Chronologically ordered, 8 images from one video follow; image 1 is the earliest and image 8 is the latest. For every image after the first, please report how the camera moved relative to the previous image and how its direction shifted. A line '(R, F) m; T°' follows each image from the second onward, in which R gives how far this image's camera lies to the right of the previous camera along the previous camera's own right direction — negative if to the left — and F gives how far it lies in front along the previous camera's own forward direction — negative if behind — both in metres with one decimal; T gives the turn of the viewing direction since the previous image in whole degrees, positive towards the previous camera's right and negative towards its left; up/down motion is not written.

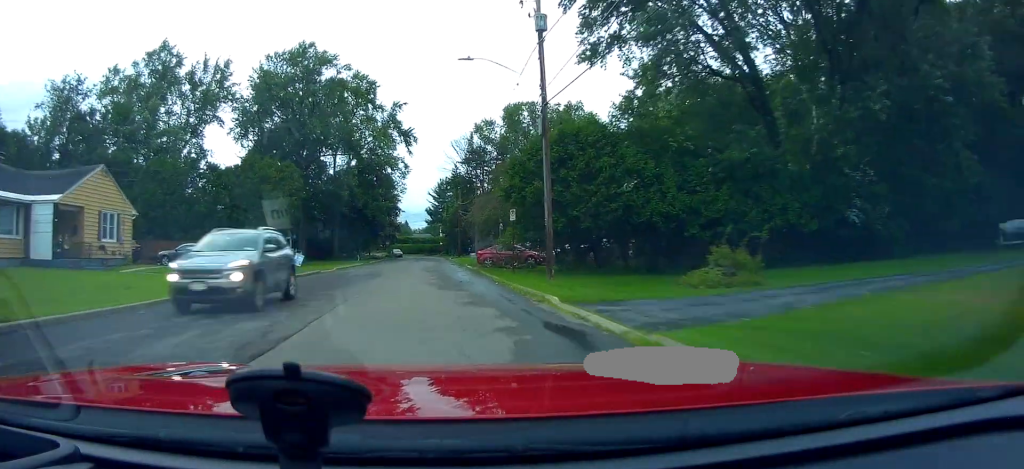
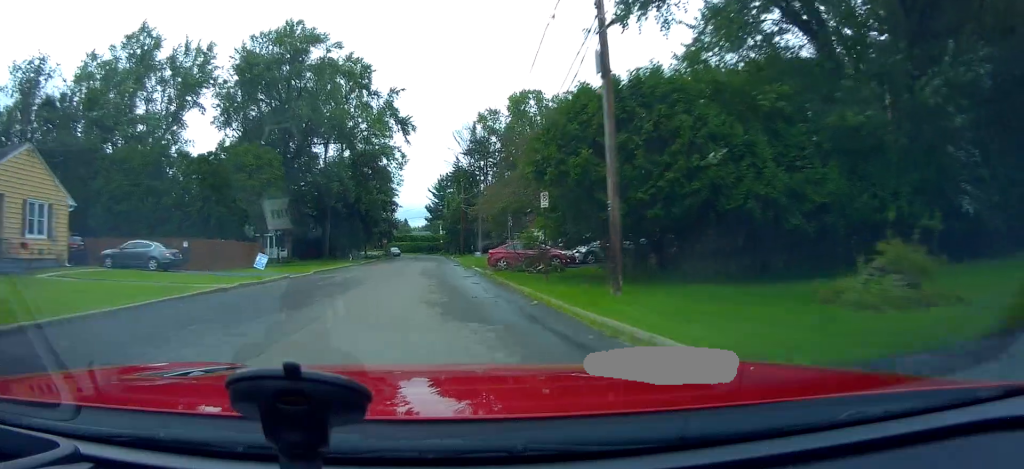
(+0.4, +7.1) m; 0°
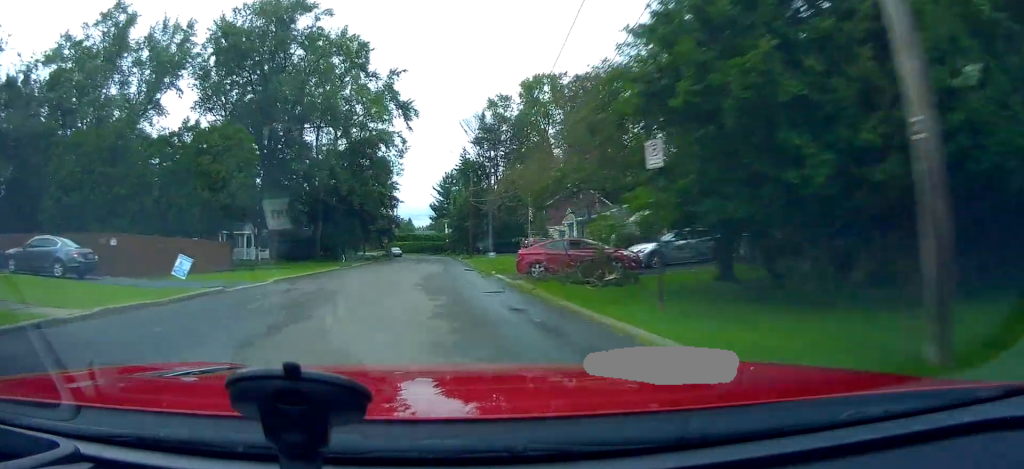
(-0.2, +8.5) m; -2°
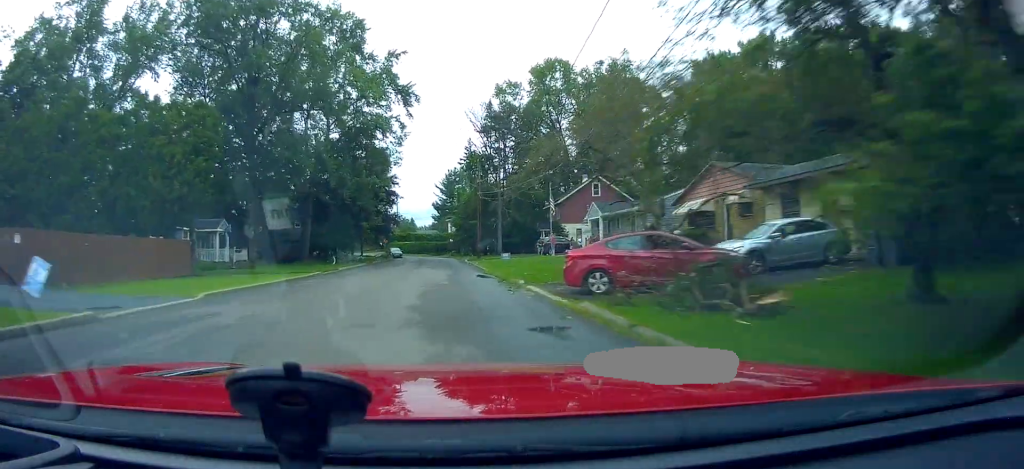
(-0.2, +6.9) m; -1°
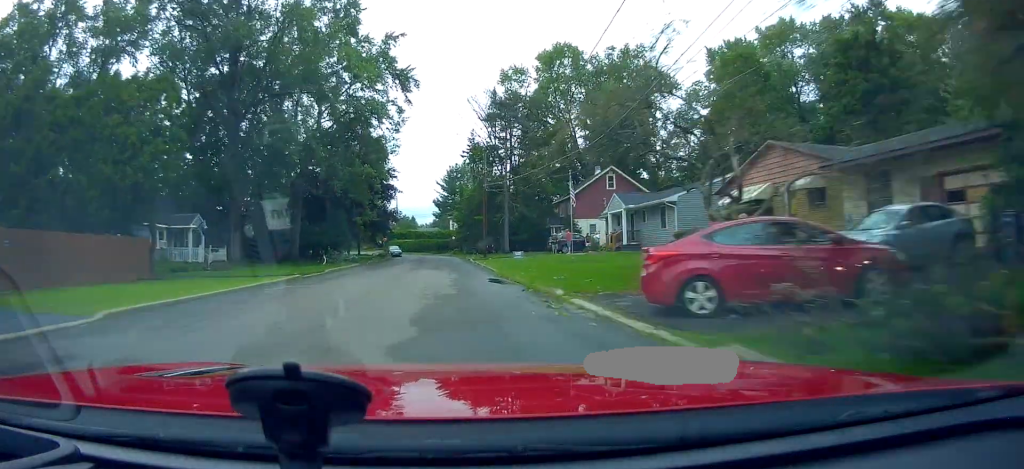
(0.0, +4.9) m; +1°
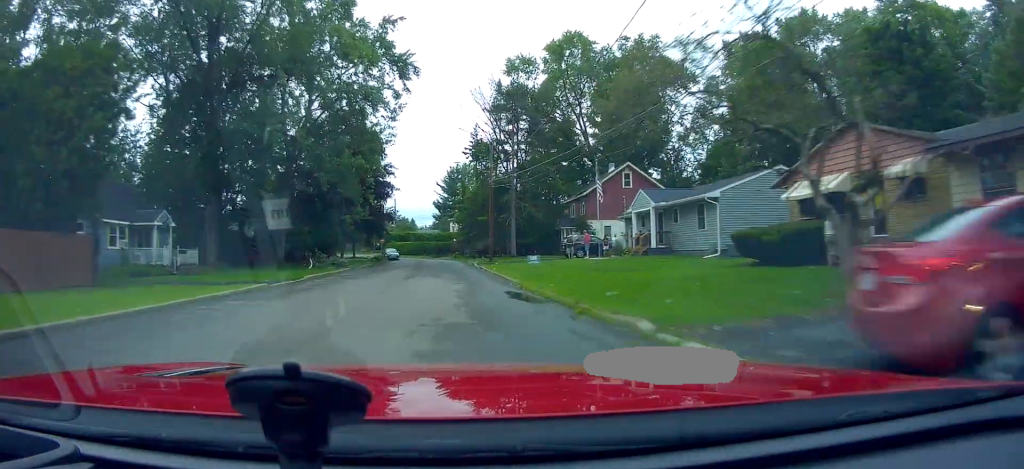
(-0.2, +4.9) m; +1°
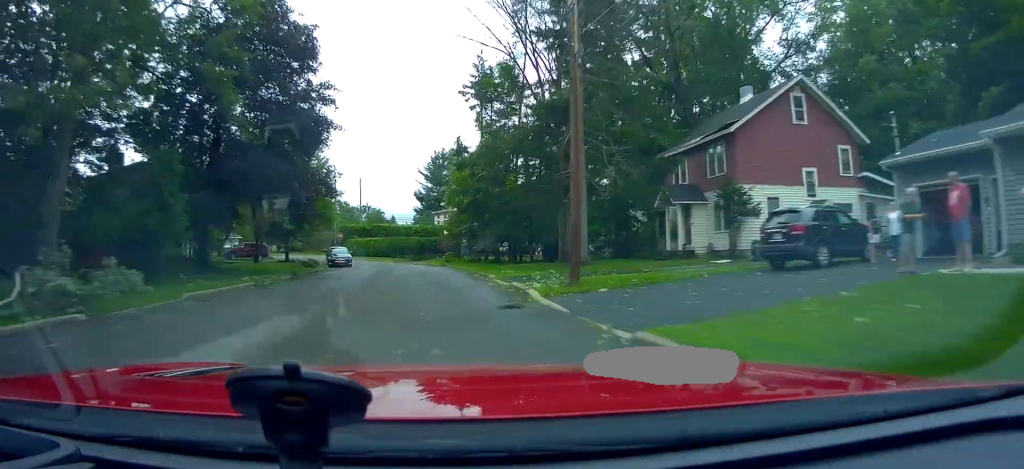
(-0.3, +29.8) m; -1°
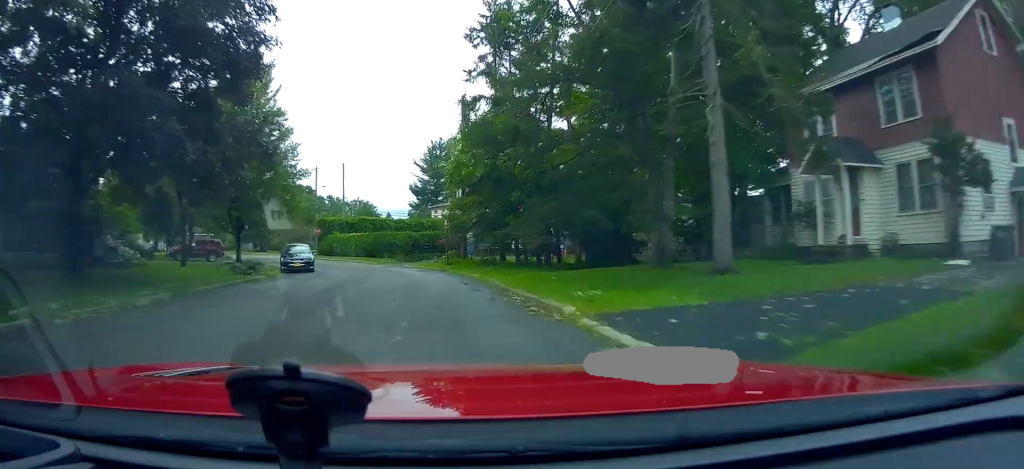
(+0.4, +12.6) m; +1°
